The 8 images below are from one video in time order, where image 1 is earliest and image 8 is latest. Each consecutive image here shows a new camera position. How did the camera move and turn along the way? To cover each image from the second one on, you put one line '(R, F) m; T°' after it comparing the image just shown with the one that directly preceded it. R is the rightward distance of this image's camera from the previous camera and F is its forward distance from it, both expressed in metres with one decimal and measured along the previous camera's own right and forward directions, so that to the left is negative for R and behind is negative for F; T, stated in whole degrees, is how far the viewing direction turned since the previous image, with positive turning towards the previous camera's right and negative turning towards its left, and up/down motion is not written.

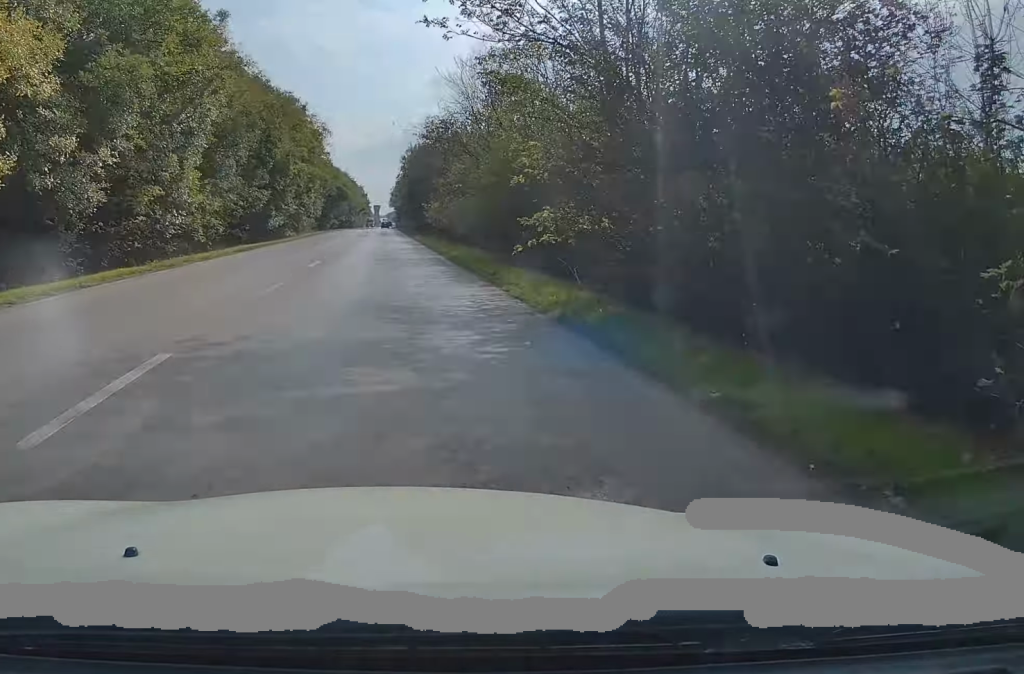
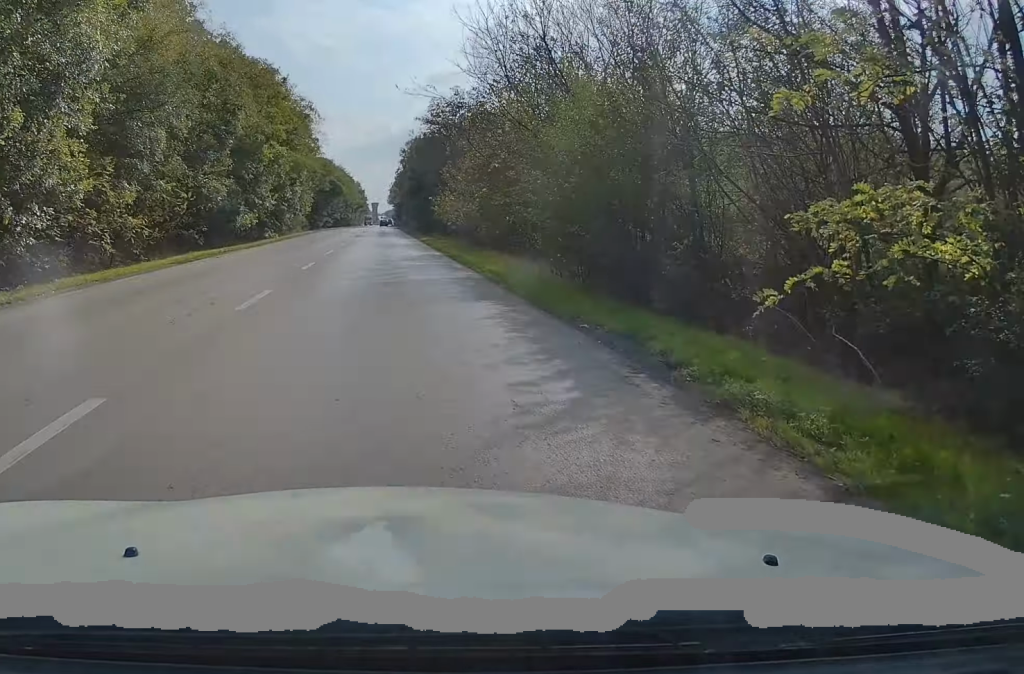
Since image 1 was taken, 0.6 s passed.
(0.0, +11.0) m; 0°
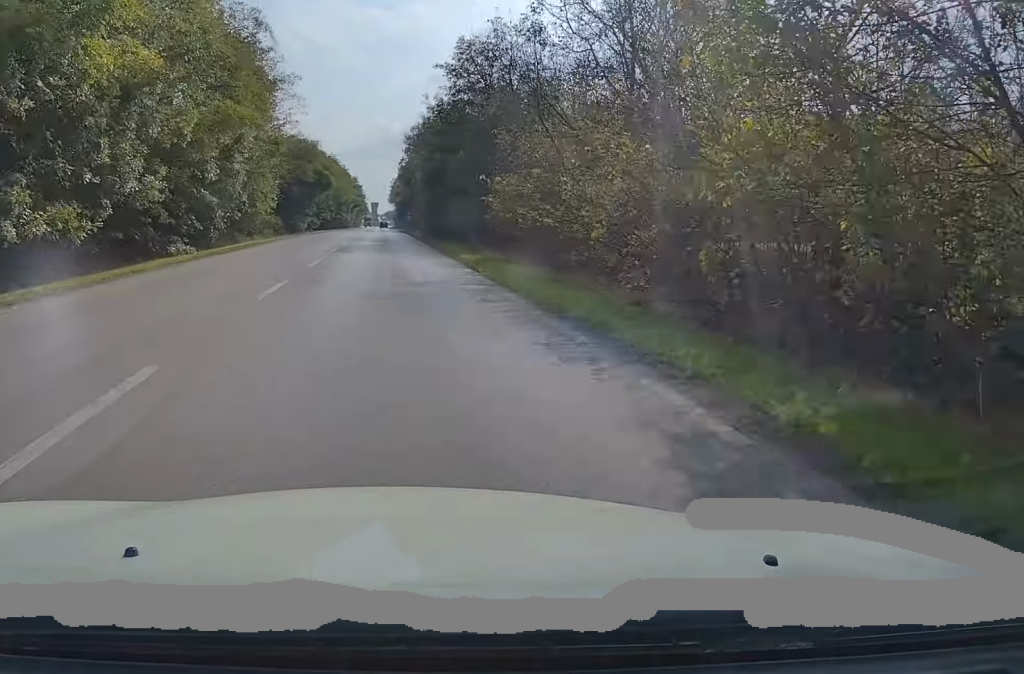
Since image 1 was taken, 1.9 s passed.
(-0.2, +25.3) m; 0°
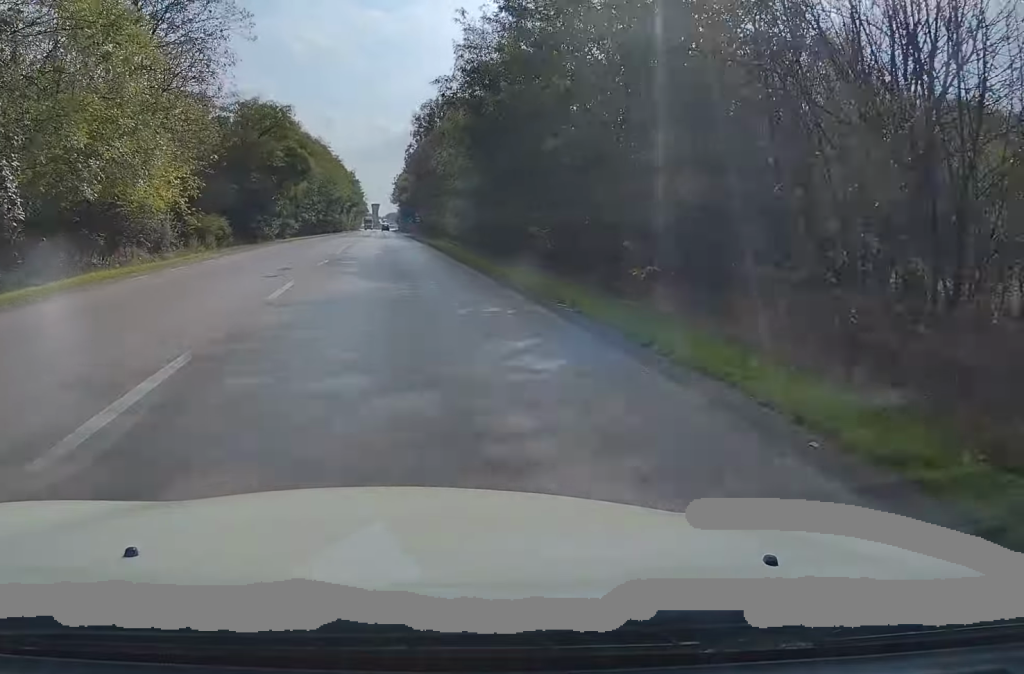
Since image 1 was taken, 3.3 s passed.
(+0.1, +26.2) m; 0°
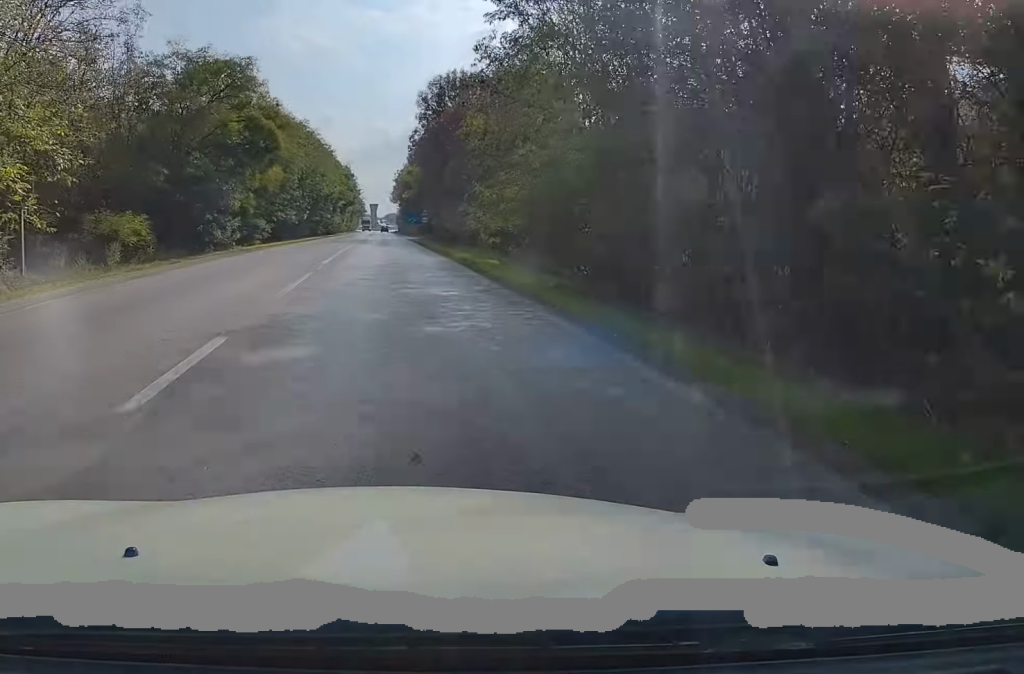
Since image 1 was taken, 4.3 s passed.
(0.0, +16.6) m; 0°
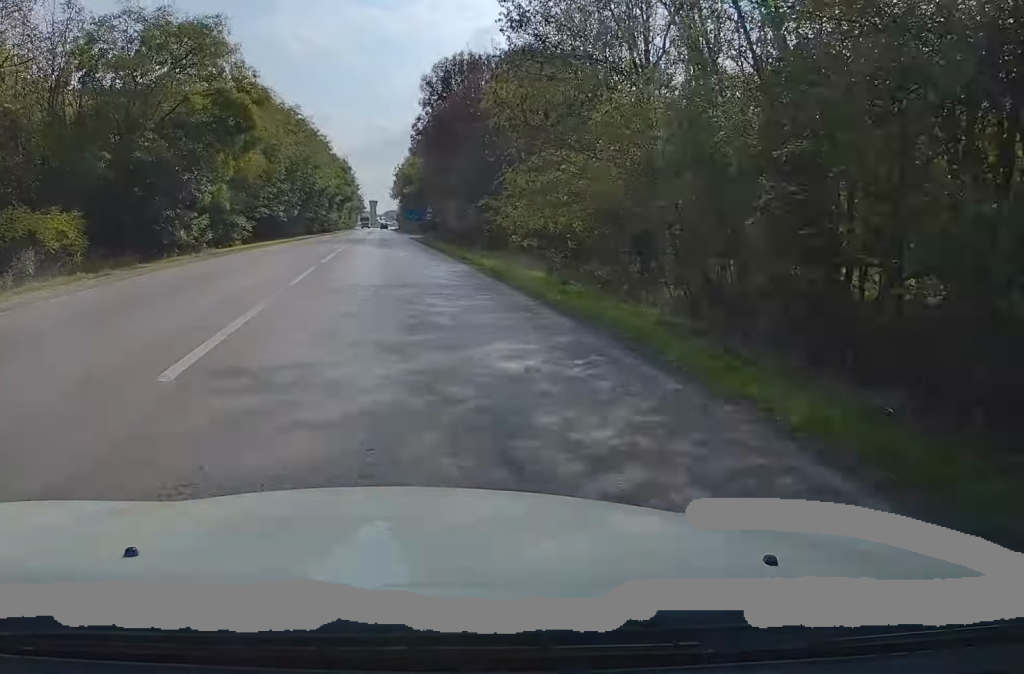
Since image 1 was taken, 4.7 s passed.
(+0.1, +7.5) m; 0°
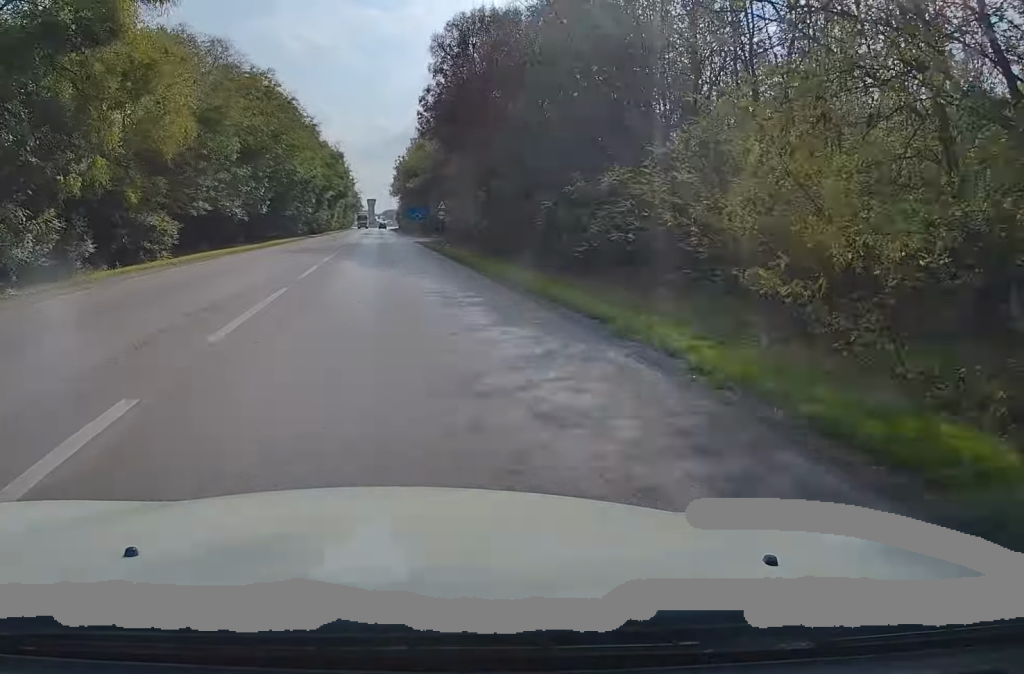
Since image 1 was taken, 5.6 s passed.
(+0.1, +16.0) m; 0°
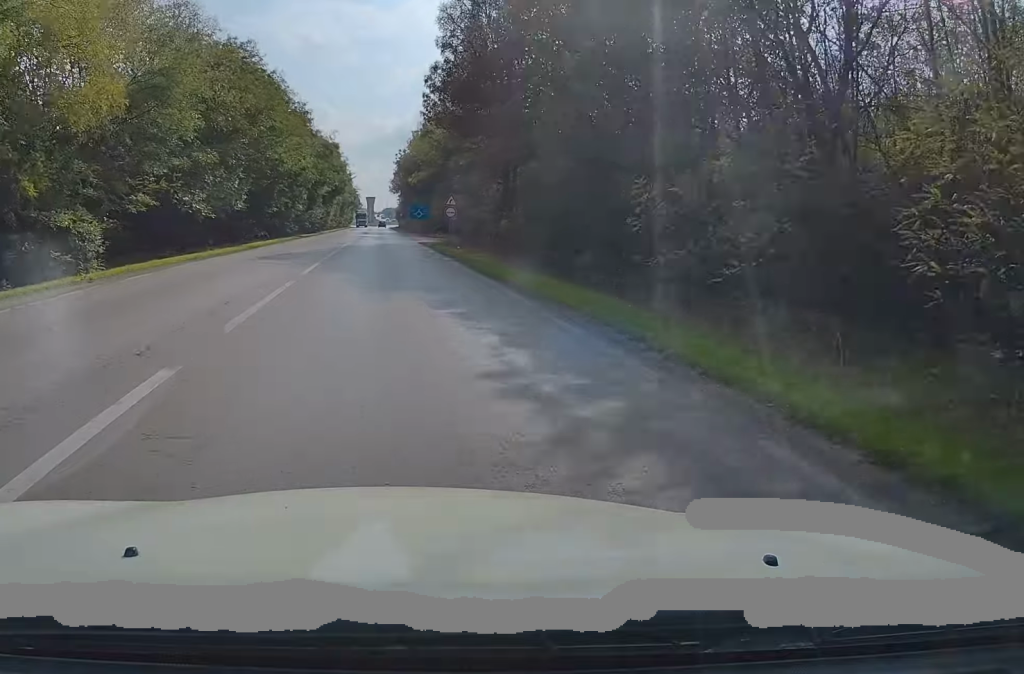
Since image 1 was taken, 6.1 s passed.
(0.0, +7.9) m; 0°
